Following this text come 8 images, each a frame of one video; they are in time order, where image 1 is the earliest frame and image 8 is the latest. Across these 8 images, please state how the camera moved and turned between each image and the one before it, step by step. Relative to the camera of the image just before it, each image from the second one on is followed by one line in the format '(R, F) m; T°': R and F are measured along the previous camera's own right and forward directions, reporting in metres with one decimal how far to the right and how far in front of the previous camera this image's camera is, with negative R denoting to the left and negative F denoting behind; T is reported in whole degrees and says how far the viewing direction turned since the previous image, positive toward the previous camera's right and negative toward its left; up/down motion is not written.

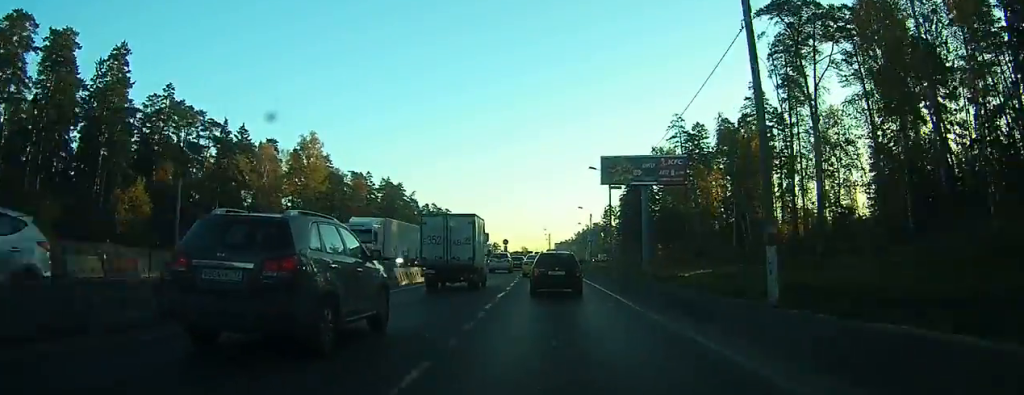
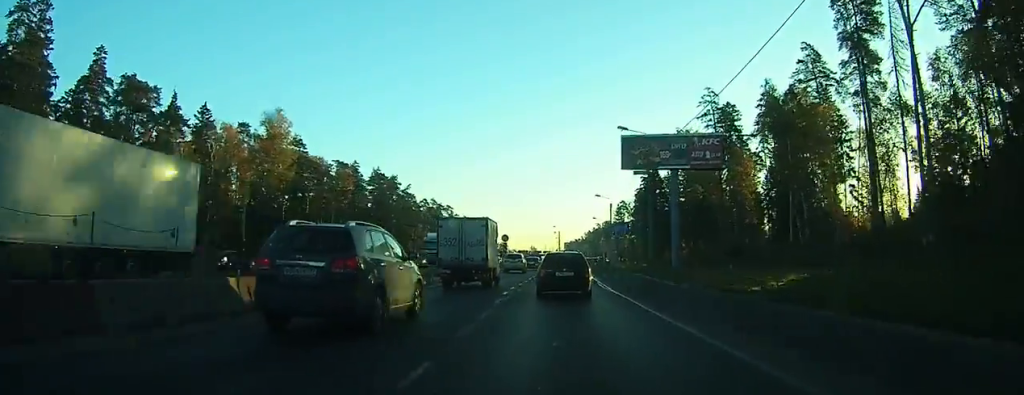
(-0.2, +17.4) m; -1°
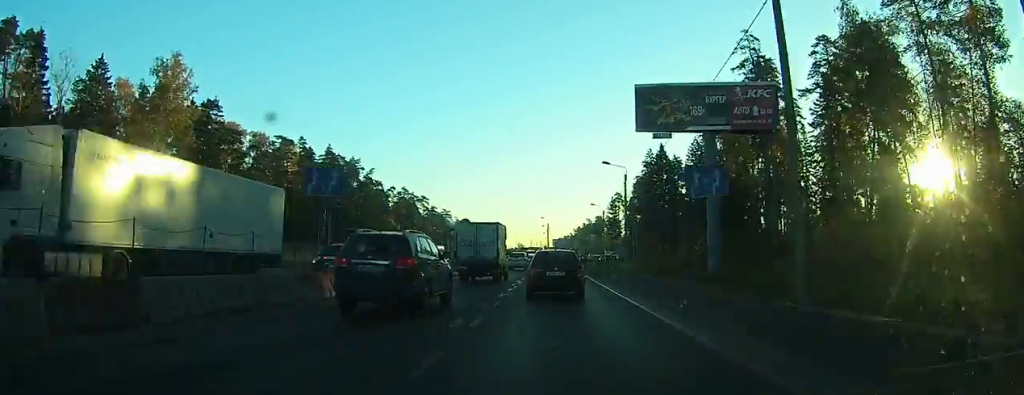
(0.0, +25.7) m; +1°
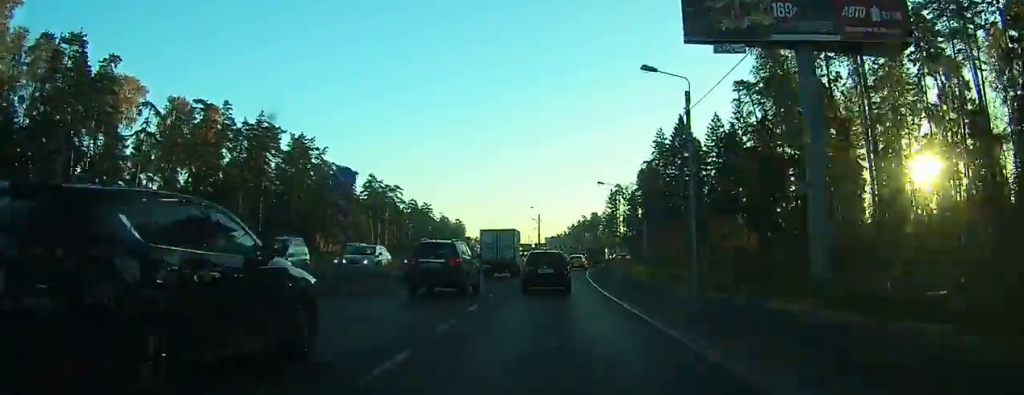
(+0.5, +27.8) m; +1°
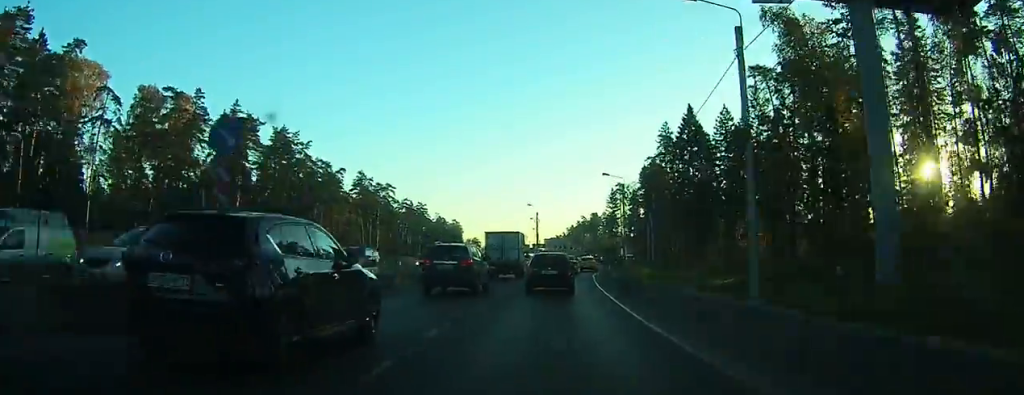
(-0.1, +7.8) m; 0°
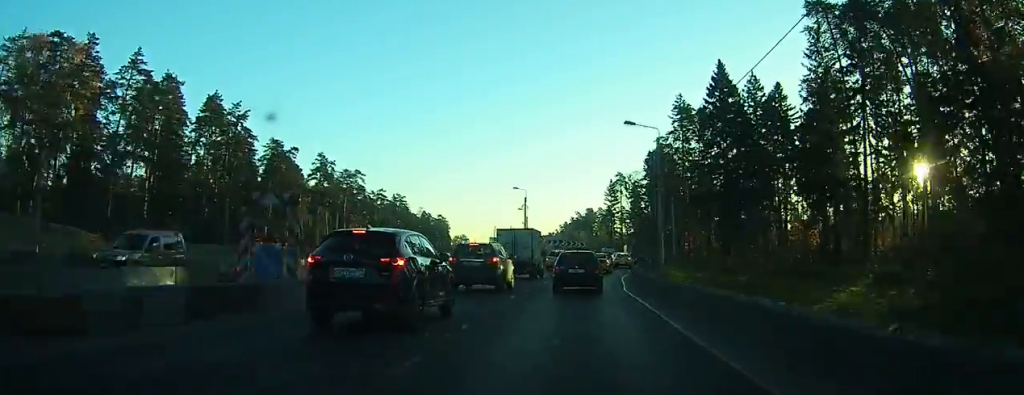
(0.0, +21.3) m; +2°
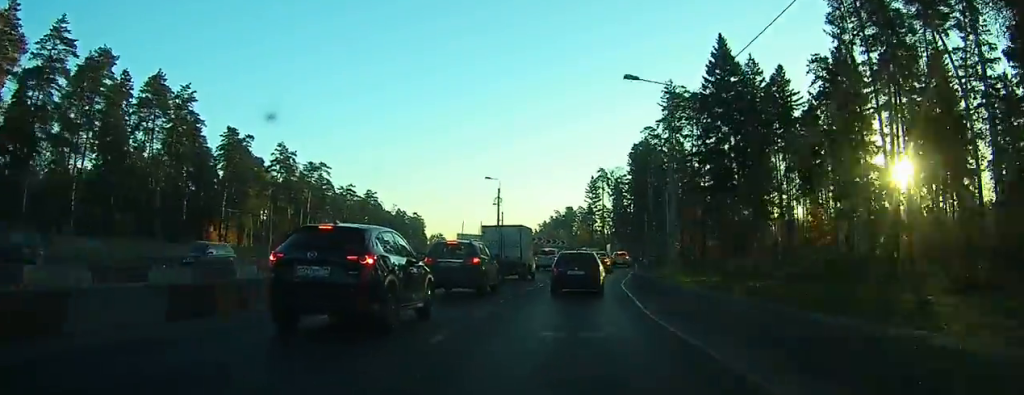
(0.0, +8.9) m; +1°
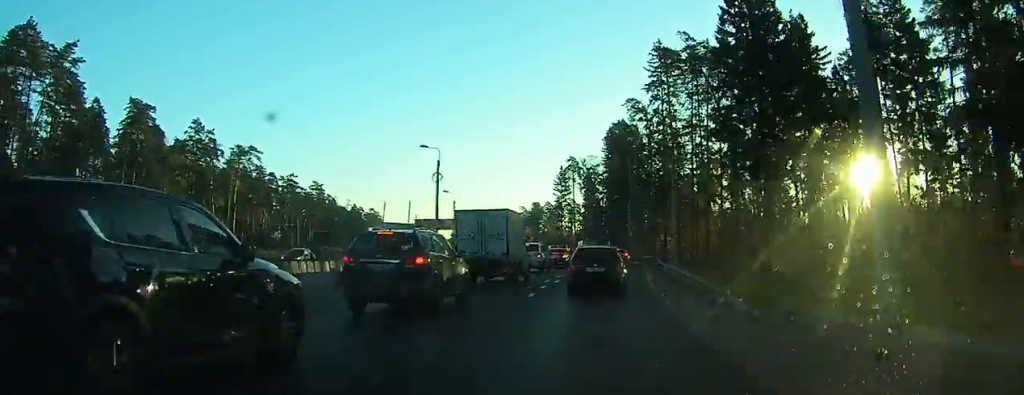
(+0.7, +17.8) m; +4°
